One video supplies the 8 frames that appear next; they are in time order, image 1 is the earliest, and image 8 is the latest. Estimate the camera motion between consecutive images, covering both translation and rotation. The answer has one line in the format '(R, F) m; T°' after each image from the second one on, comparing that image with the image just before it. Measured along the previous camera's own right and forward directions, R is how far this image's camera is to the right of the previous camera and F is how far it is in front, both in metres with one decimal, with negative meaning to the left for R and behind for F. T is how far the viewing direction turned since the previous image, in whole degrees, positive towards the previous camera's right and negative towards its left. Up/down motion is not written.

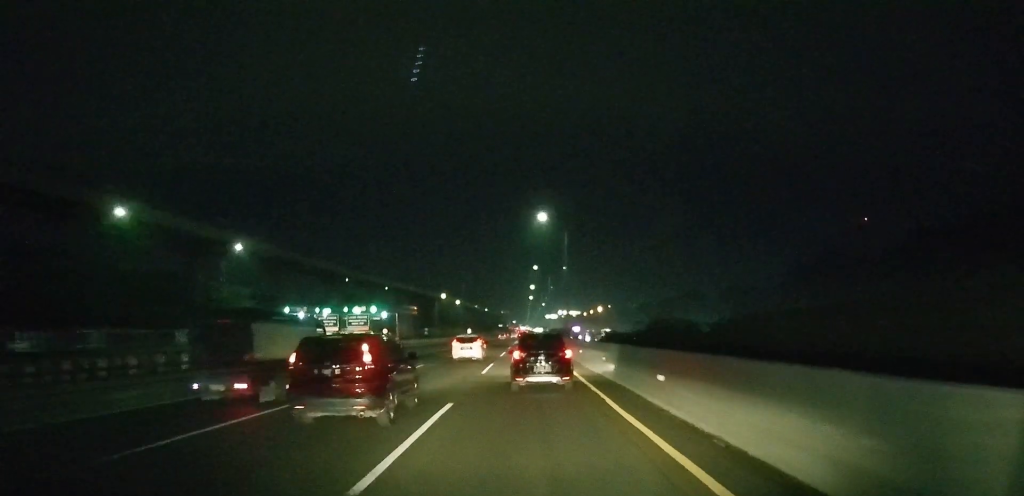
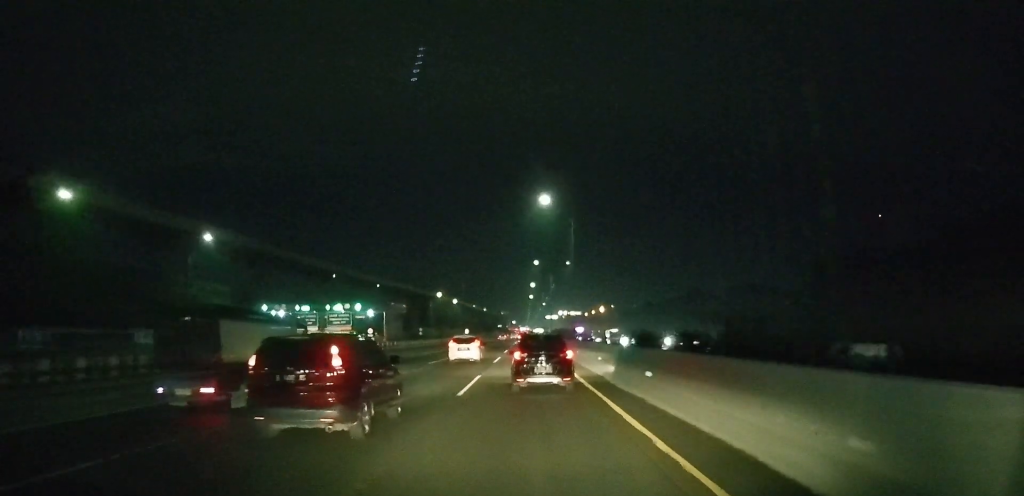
(0.0, +8.3) m; 0°
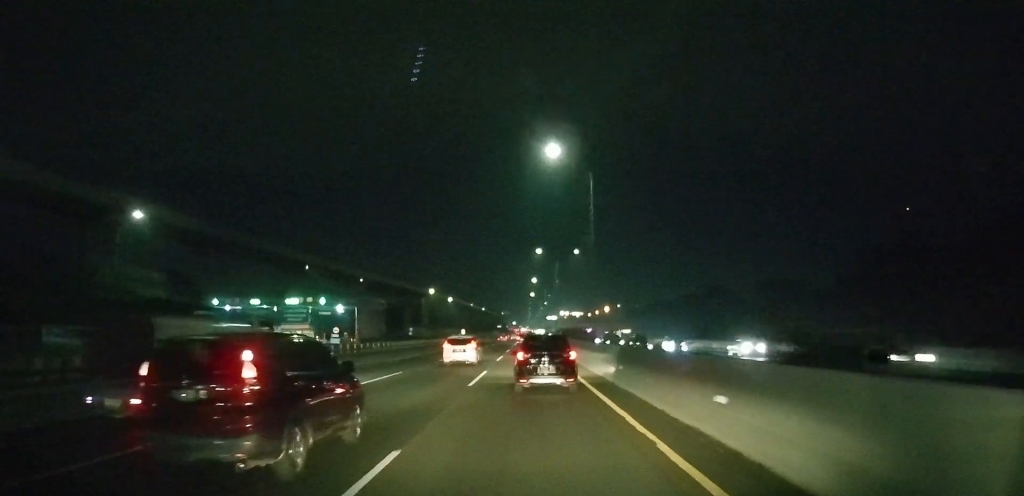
(0.0, +15.7) m; 0°
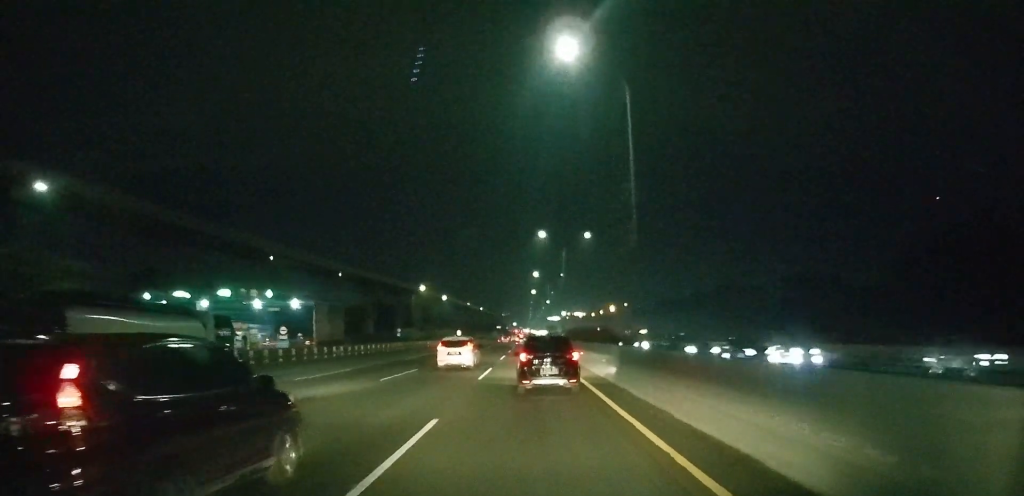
(0.0, +15.2) m; 0°
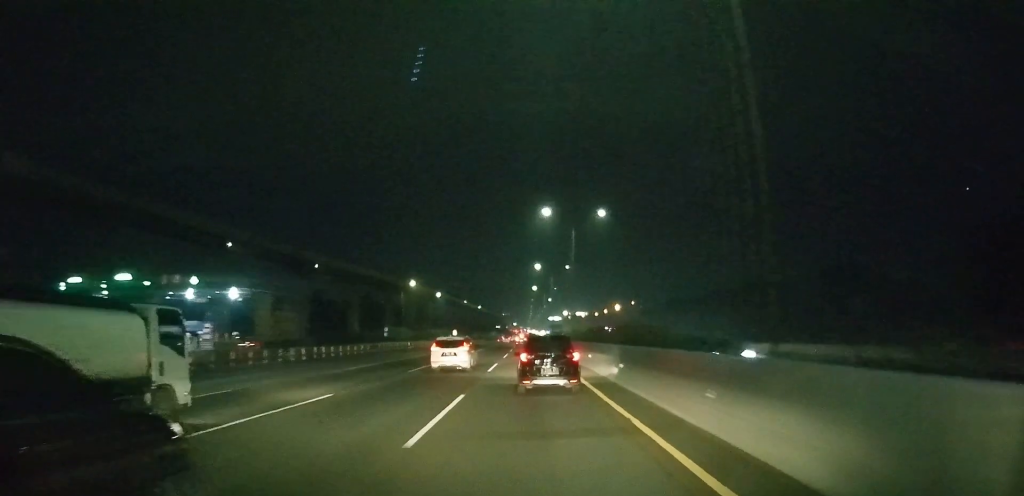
(0.0, +13.9) m; 0°
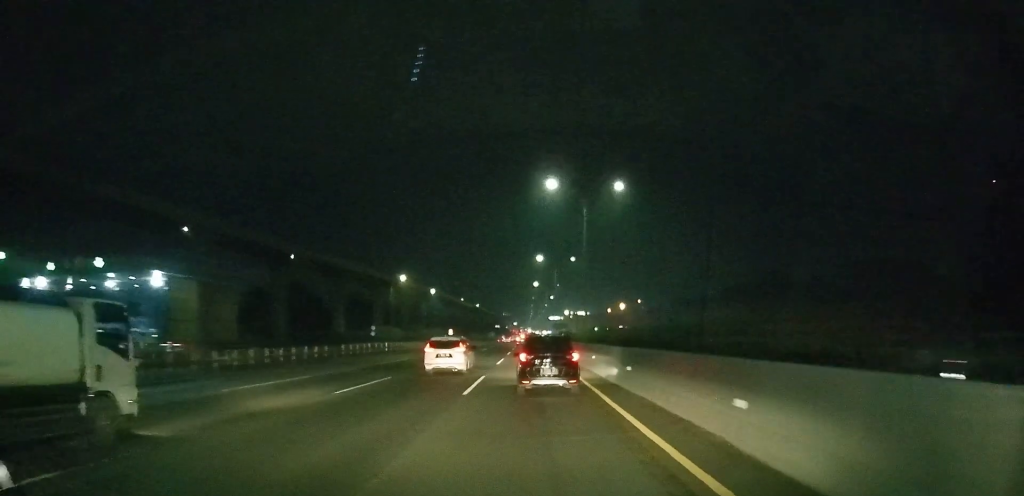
(0.0, +12.0) m; 0°
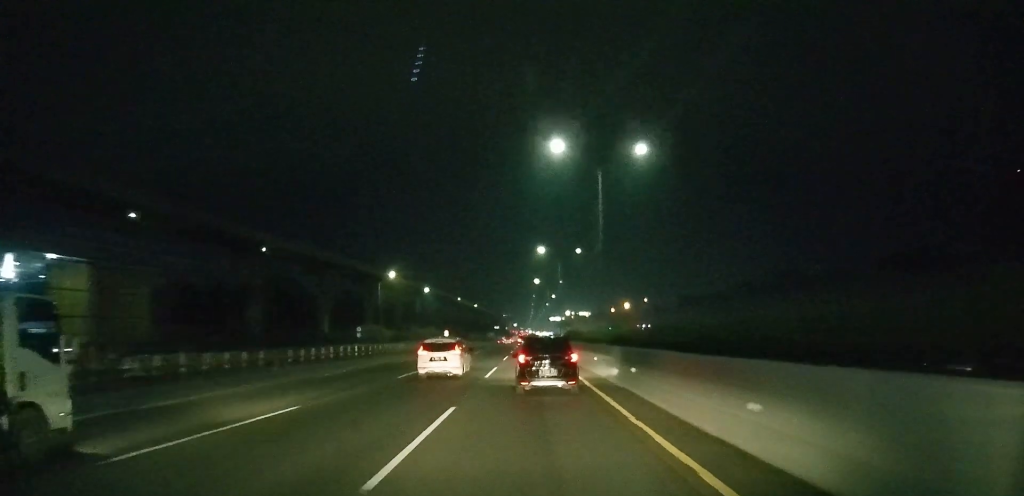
(0.0, +10.5) m; 0°
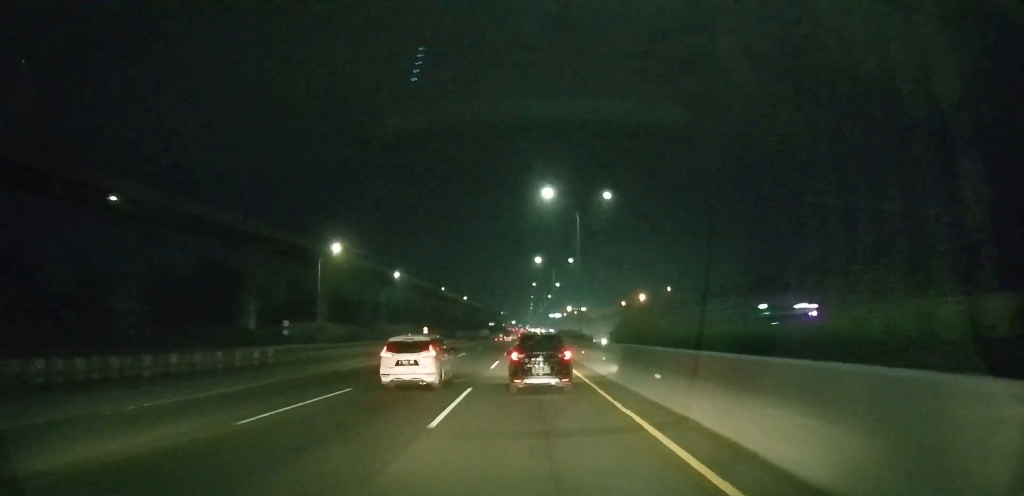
(-0.1, +35.6) m; 0°
